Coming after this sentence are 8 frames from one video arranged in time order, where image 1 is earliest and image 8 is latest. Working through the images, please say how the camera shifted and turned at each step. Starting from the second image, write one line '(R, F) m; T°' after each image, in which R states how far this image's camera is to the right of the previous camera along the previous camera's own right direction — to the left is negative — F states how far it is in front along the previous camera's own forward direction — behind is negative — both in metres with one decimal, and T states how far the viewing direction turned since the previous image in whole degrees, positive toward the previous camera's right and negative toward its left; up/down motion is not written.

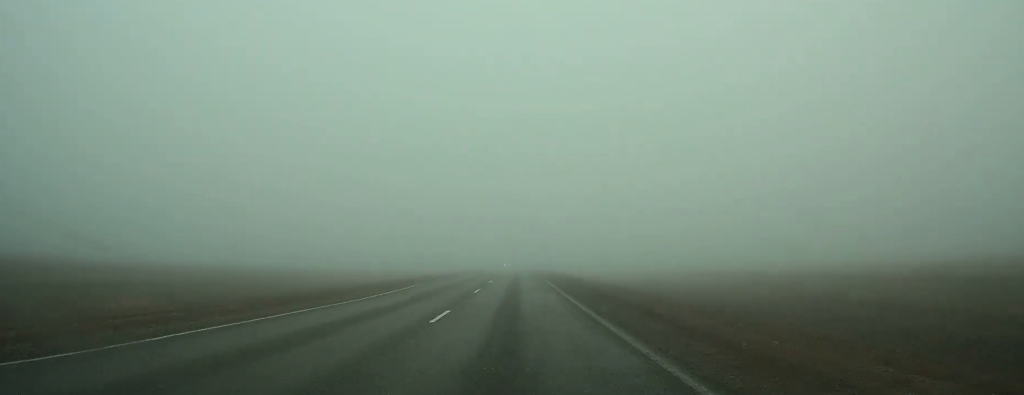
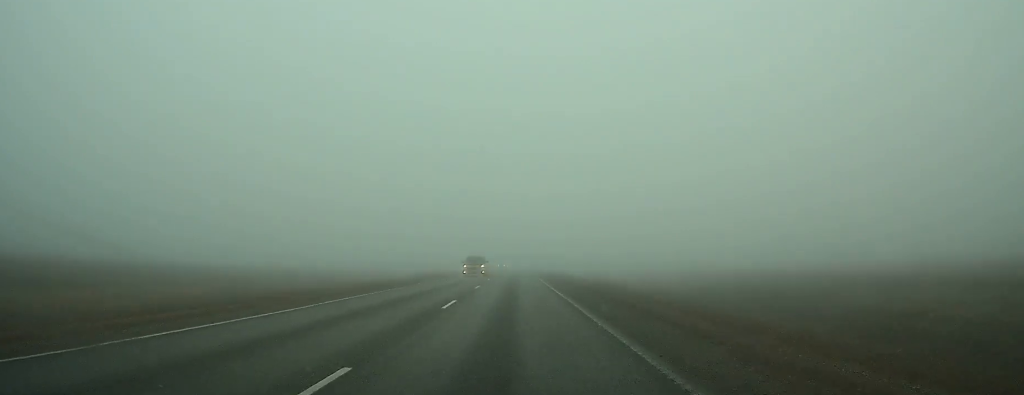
(0.0, +51.8) m; 0°
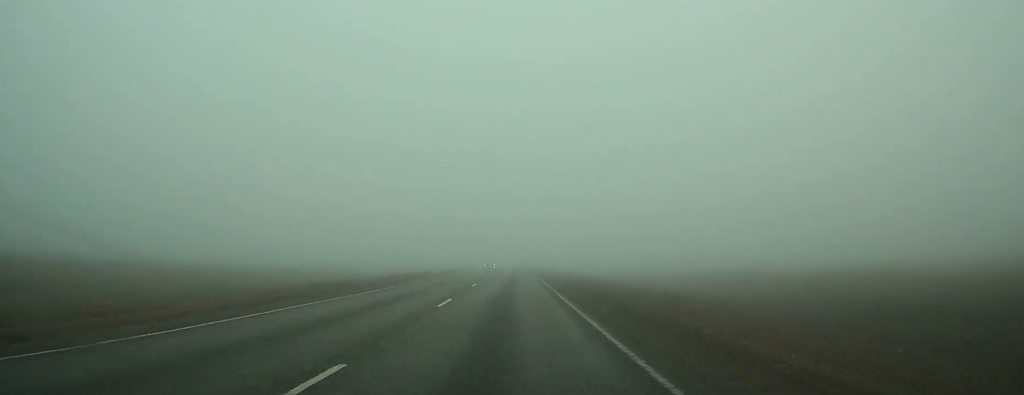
(0.0, +22.7) m; 0°
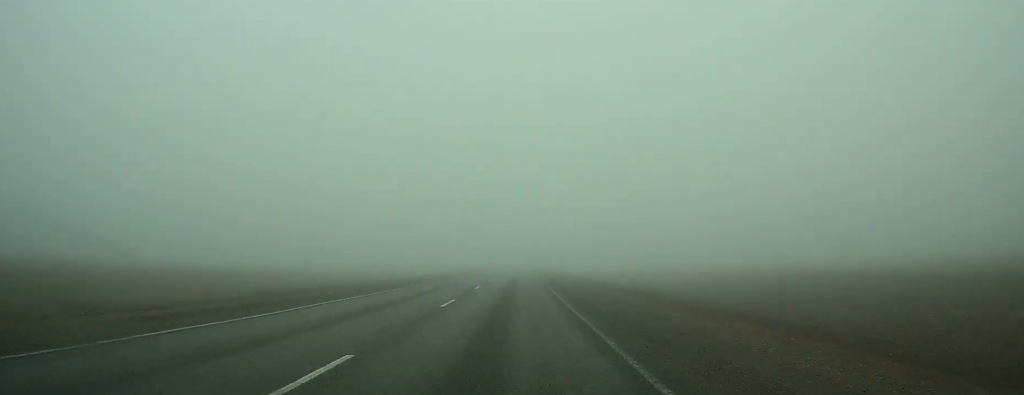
(0.0, +71.5) m; 0°
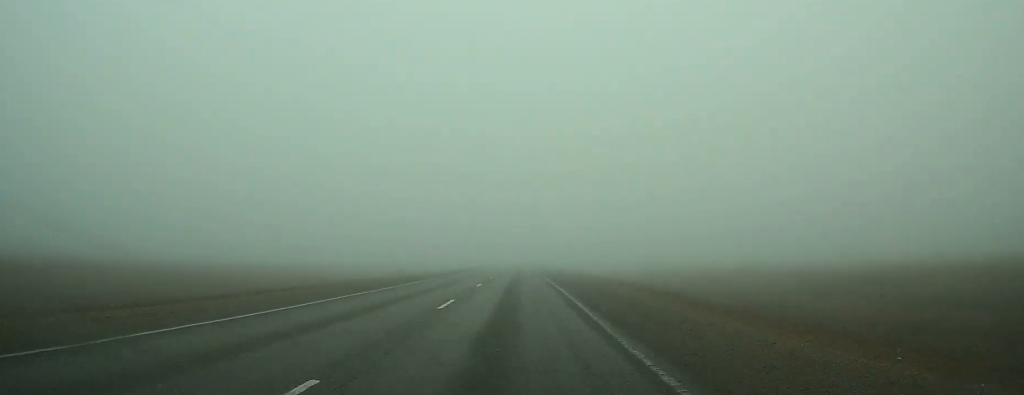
(-0.1, +37.8) m; 0°
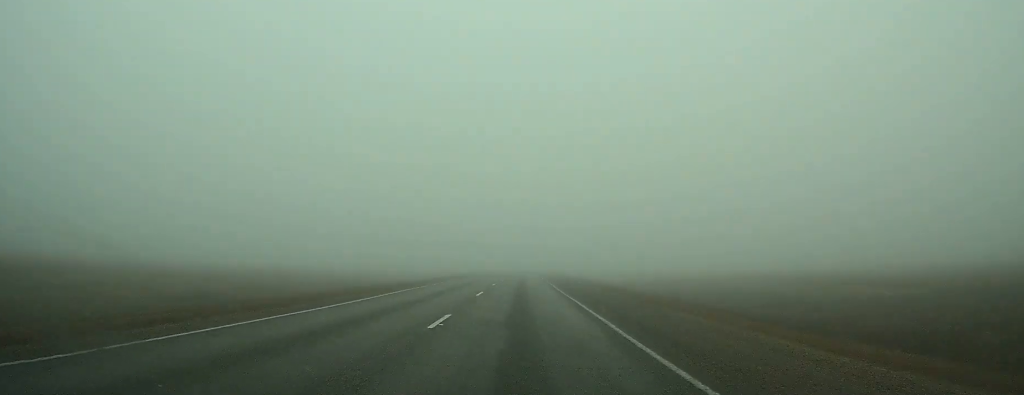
(+0.1, +63.8) m; 0°
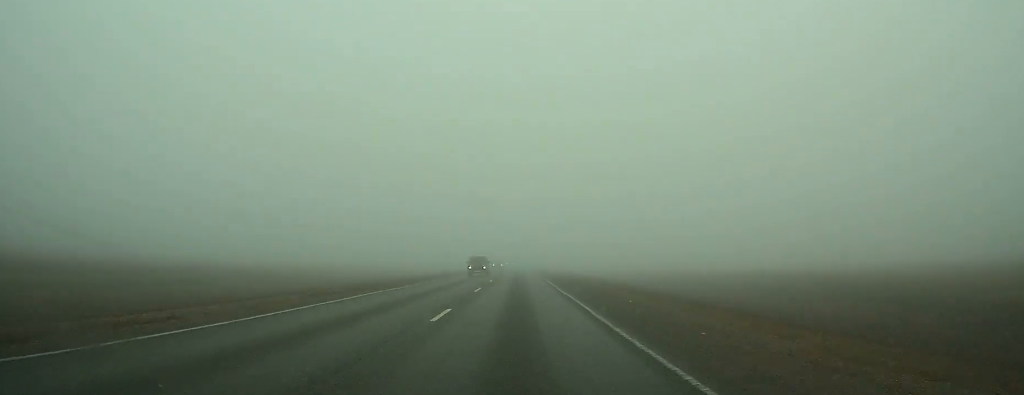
(+0.2, +57.4) m; 0°
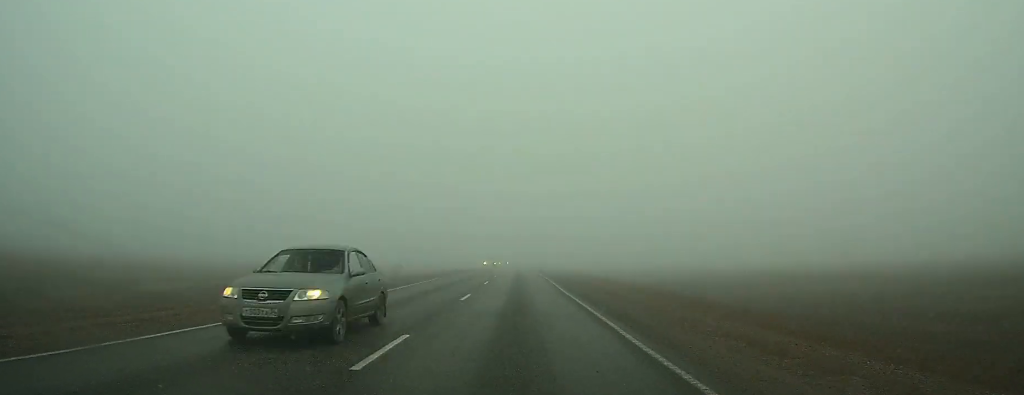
(0.0, +39.2) m; 0°
